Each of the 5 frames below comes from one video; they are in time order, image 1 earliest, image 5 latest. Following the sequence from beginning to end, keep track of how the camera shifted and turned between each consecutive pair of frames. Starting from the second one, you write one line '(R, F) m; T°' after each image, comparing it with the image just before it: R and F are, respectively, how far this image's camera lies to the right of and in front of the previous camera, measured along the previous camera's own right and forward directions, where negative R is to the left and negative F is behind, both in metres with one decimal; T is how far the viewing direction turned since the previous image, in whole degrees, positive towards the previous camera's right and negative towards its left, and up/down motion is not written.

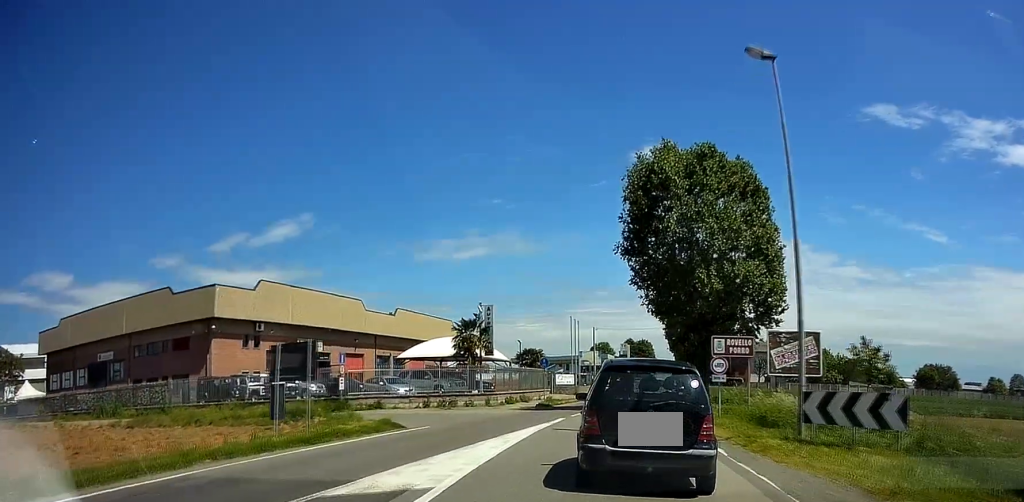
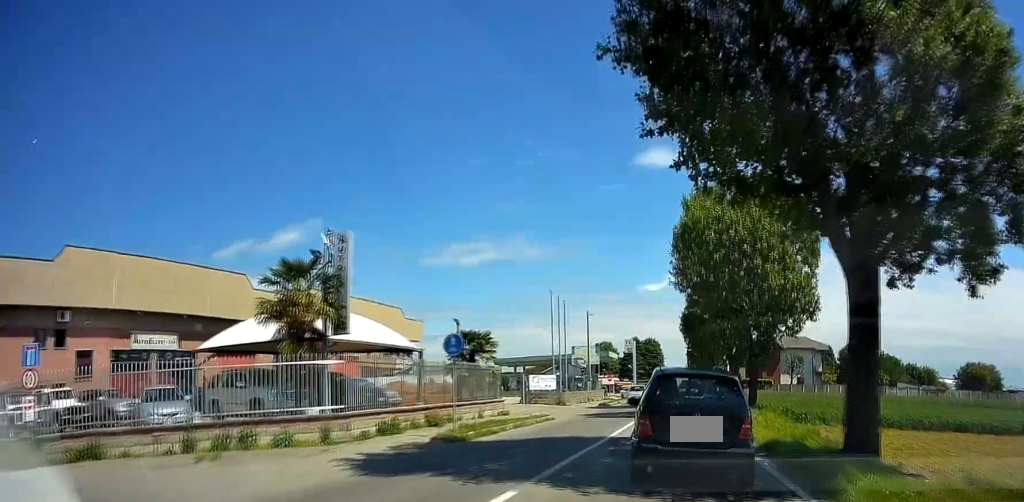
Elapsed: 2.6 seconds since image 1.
(-2.8, +19.9) m; -7°
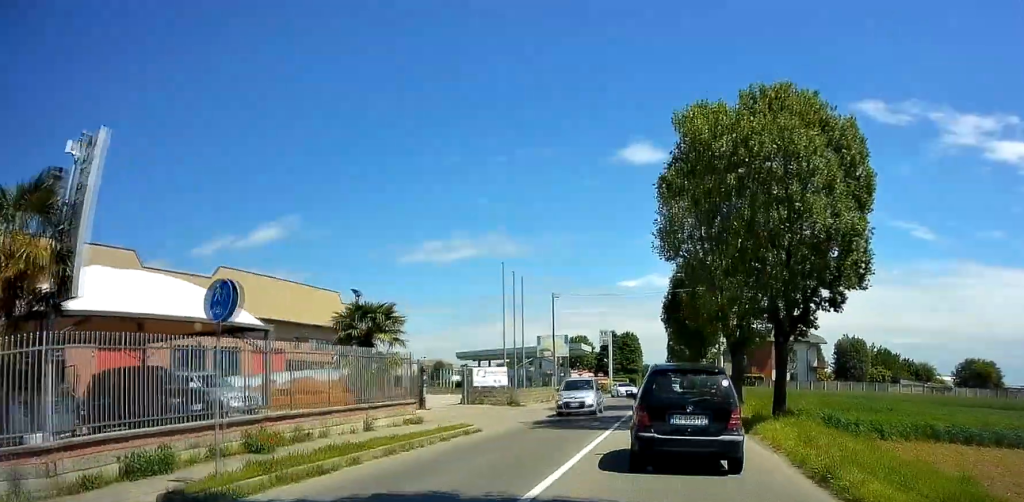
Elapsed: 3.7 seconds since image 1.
(+0.2, +9.2) m; +2°
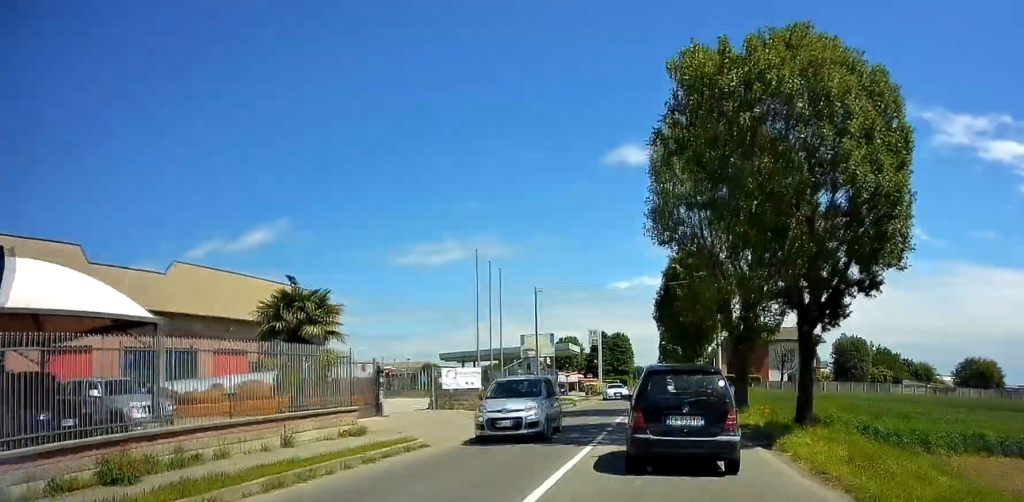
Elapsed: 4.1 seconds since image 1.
(0.0, +3.7) m; 0°
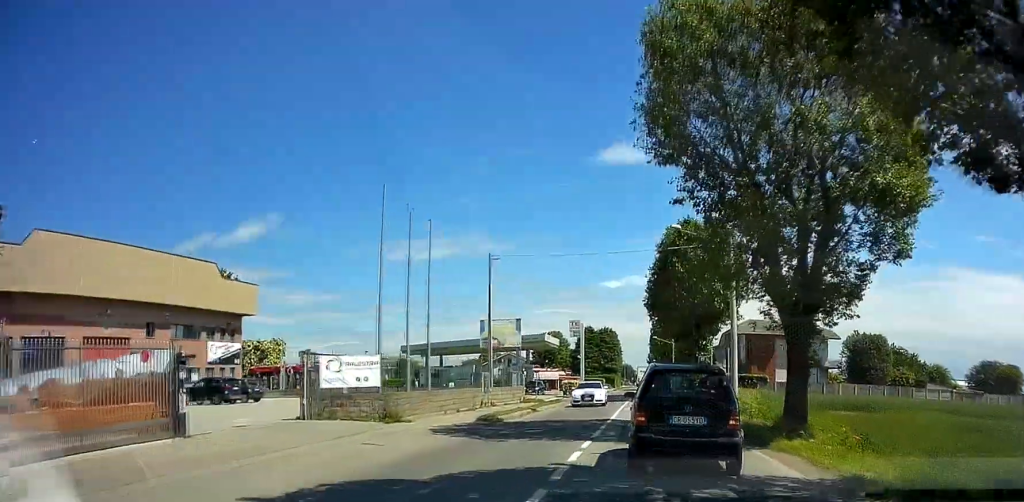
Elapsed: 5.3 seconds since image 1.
(+0.2, +10.7) m; +1°
